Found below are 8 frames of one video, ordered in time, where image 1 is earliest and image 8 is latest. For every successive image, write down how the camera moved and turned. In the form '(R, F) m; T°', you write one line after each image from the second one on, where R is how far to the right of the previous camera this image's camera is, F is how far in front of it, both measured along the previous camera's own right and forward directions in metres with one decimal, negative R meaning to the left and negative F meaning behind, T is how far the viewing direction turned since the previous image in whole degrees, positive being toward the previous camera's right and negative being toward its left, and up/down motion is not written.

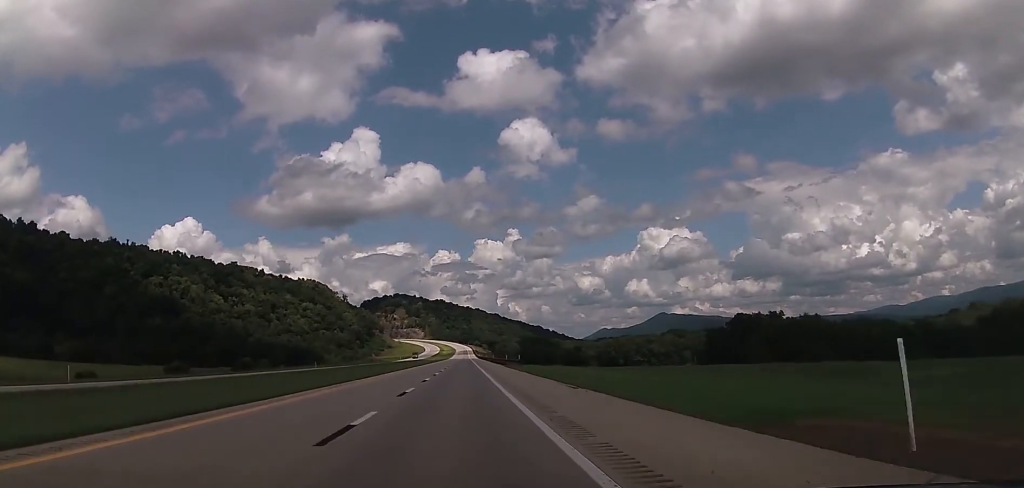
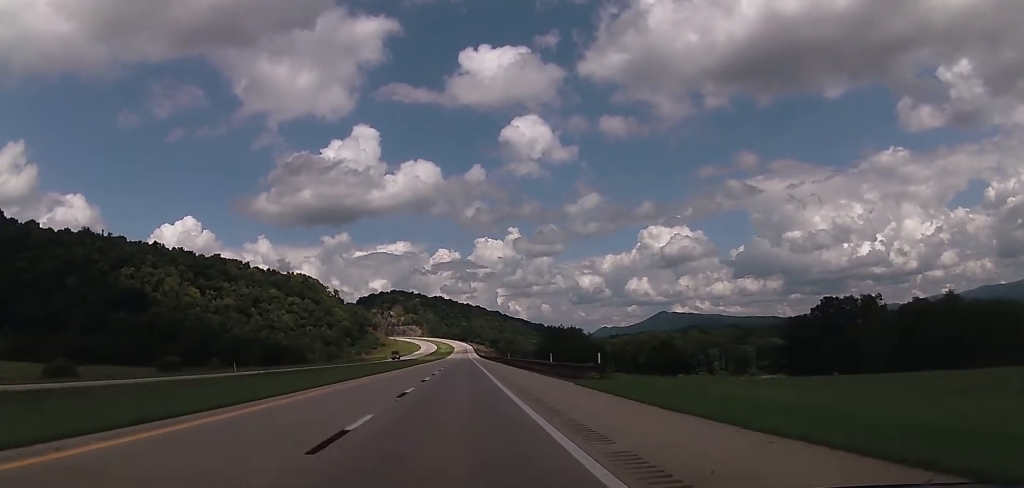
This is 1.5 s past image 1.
(+0.4, +50.6) m; 0°
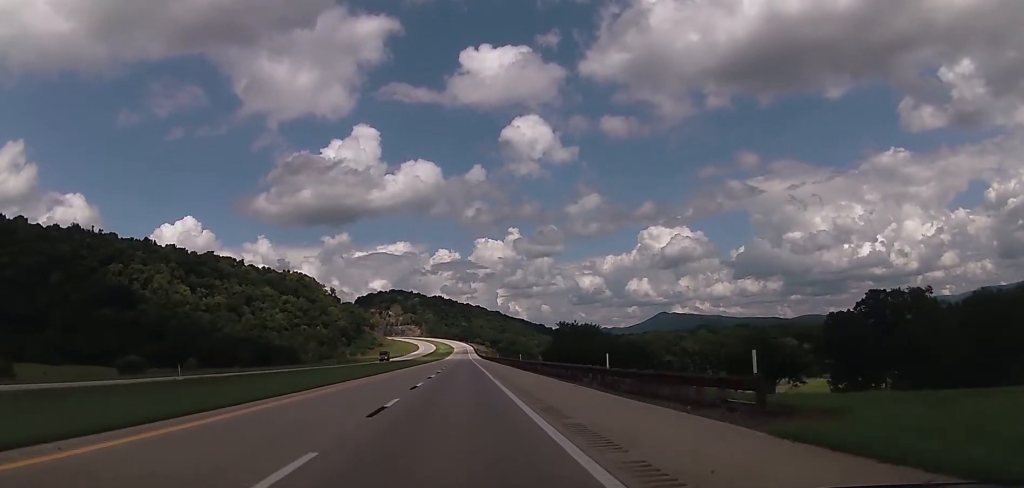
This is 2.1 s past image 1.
(-0.3, +18.7) m; 0°
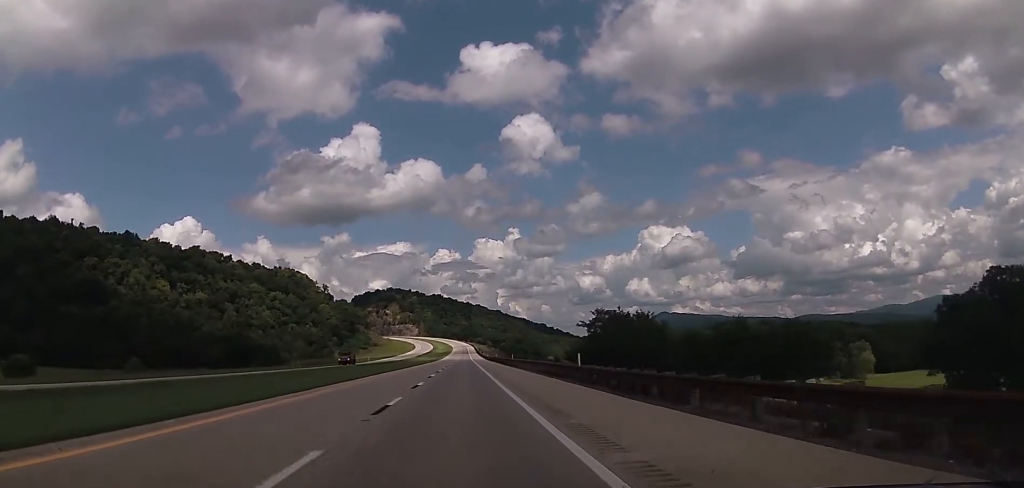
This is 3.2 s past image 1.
(0.0, +36.4) m; 0°
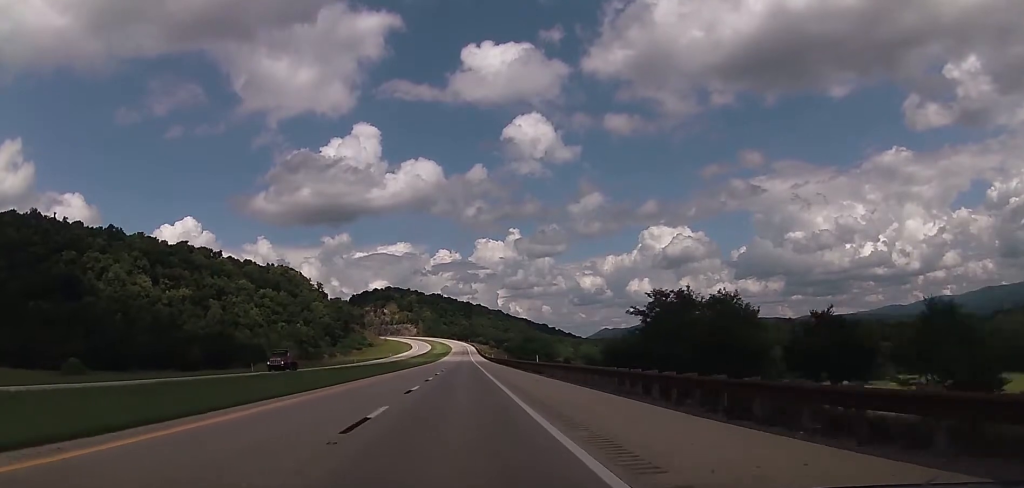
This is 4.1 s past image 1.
(0.0, +28.6) m; 0°
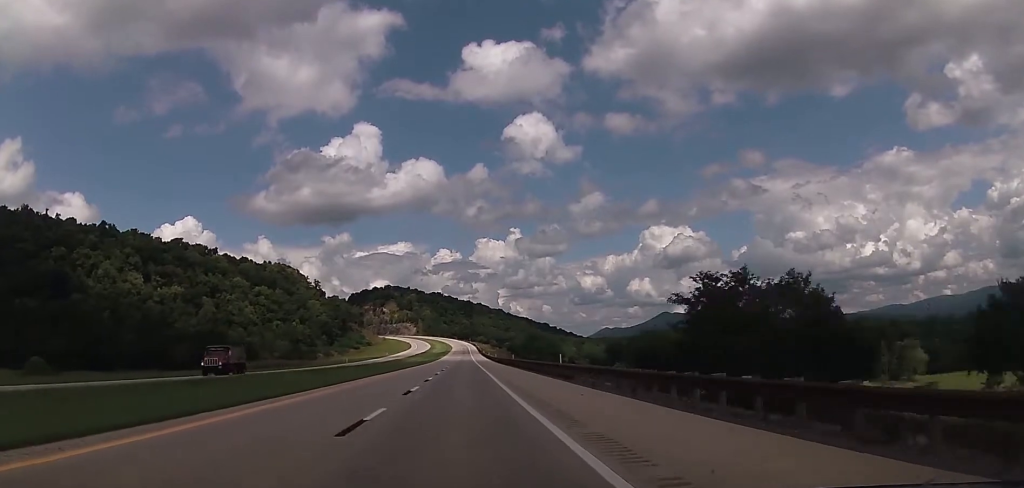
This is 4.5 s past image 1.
(0.0, +13.2) m; 0°
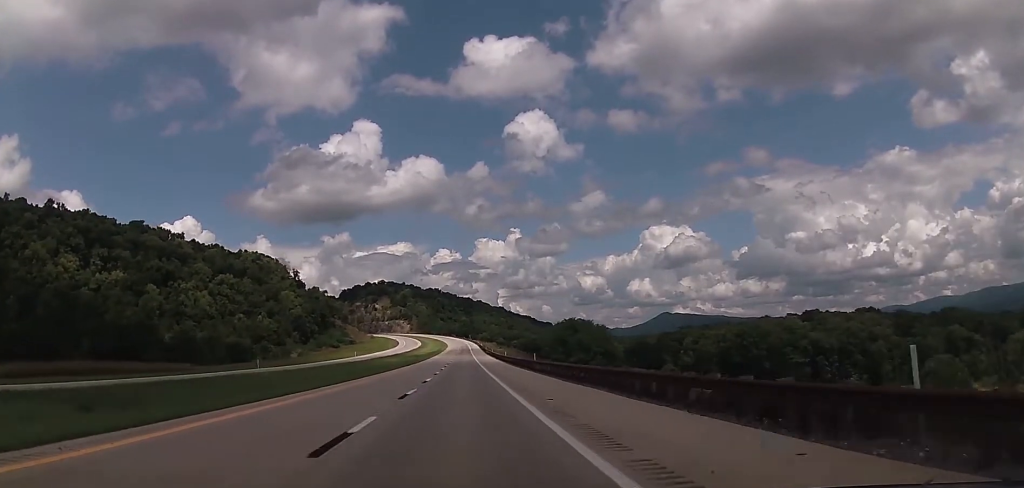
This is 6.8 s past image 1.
(0.0, +76.0) m; 0°
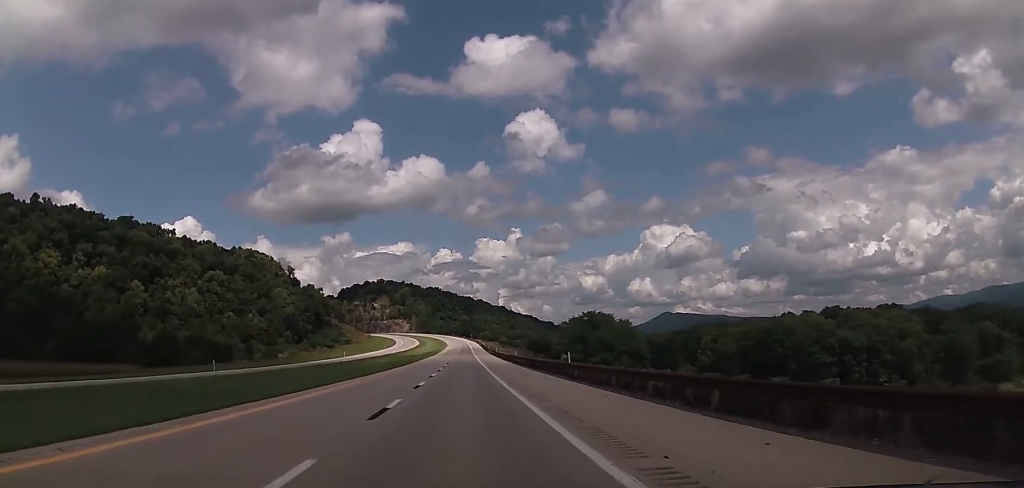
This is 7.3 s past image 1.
(-0.1, +18.7) m; 0°
